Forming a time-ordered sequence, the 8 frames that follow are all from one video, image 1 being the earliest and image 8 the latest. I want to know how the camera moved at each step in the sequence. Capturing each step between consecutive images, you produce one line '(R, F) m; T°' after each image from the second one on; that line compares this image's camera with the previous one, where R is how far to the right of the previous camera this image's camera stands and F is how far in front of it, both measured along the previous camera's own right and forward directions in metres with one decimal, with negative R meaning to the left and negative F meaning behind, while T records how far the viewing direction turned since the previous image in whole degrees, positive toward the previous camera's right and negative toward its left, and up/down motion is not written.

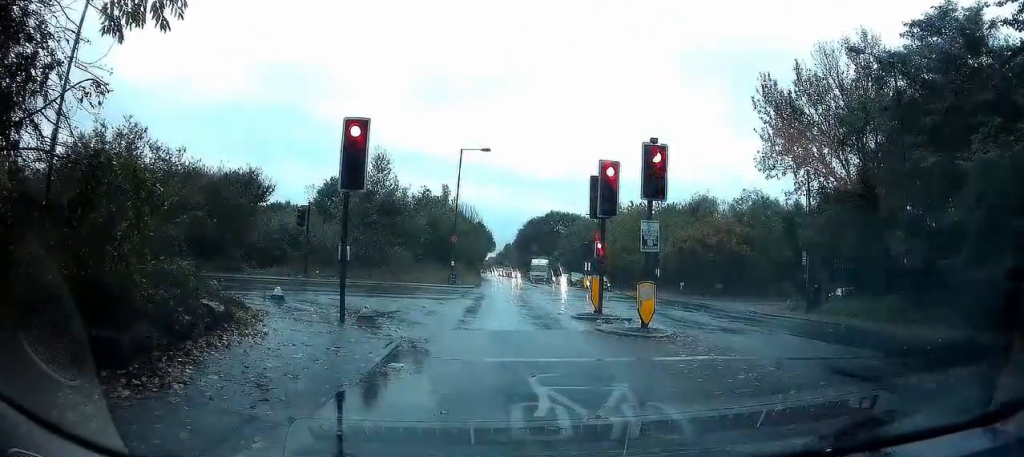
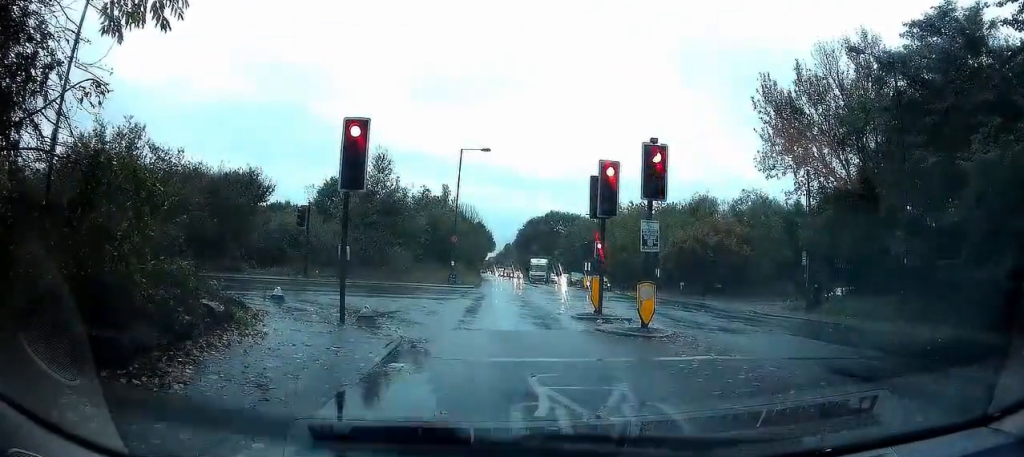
(0.0, 0.0) m; 0°
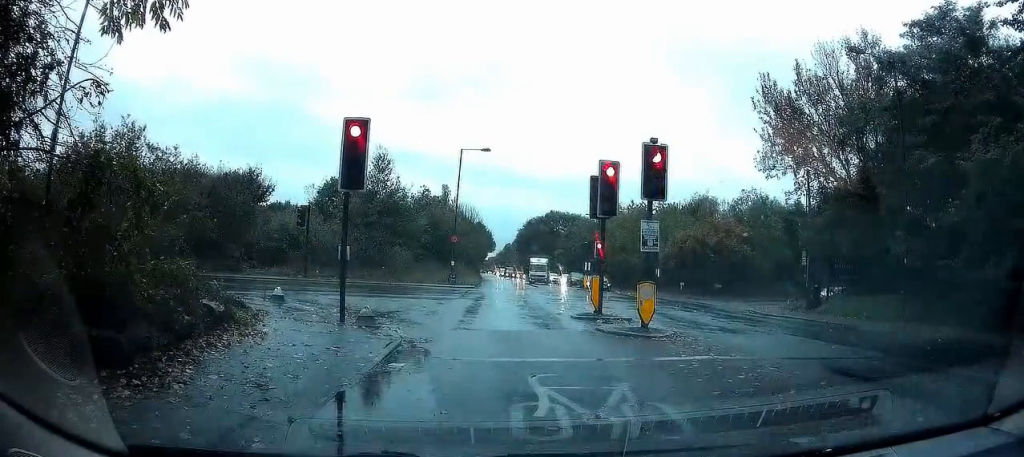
(0.0, 0.0) m; 0°
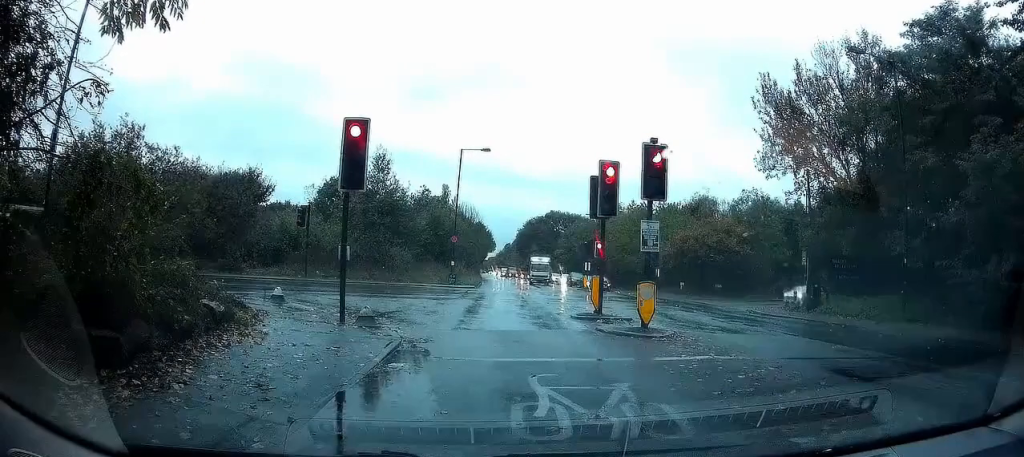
(0.0, 0.0) m; 0°
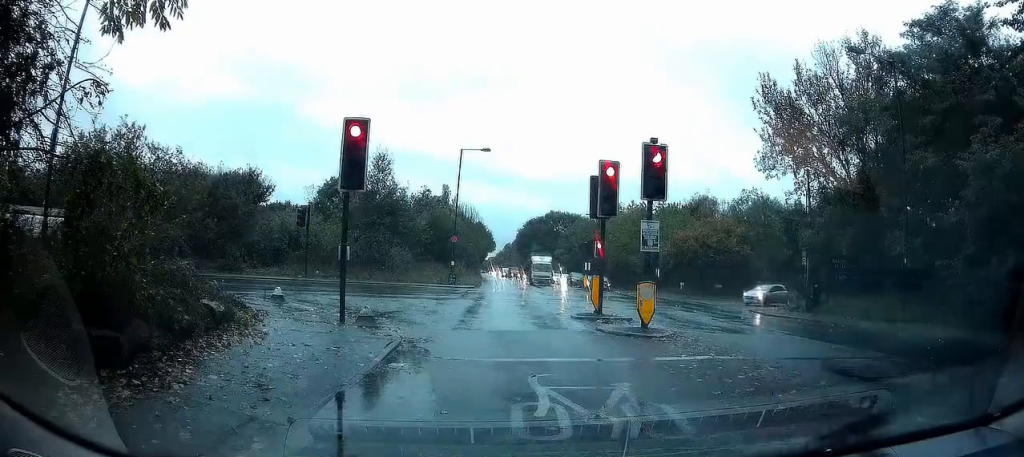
(0.0, 0.0) m; 0°
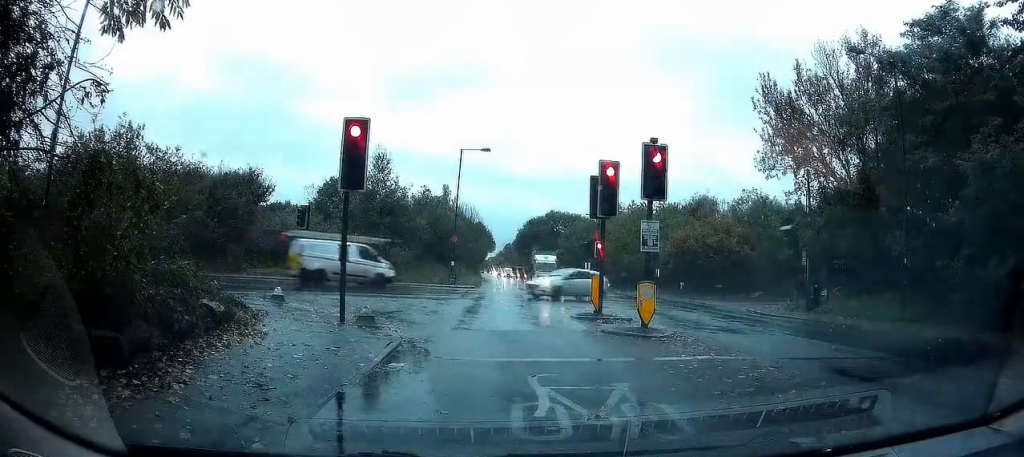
(0.0, 0.0) m; 0°
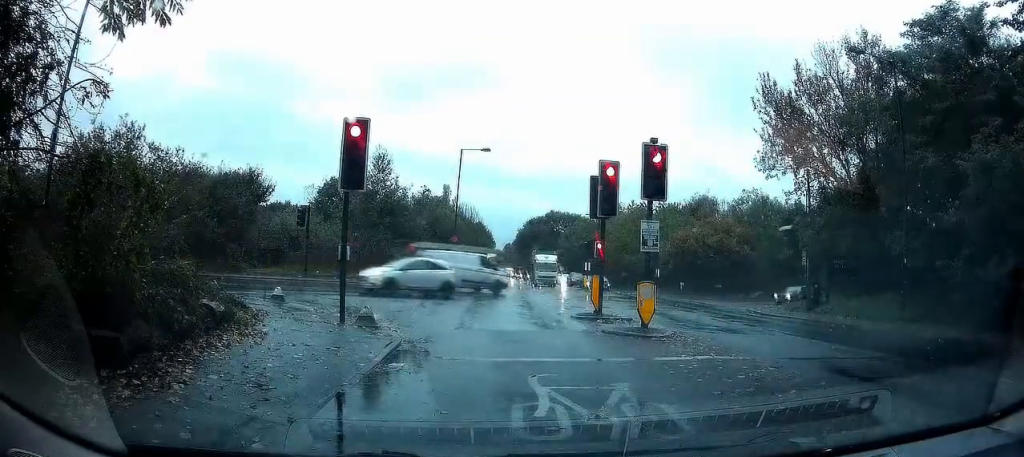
(0.0, 0.0) m; 0°
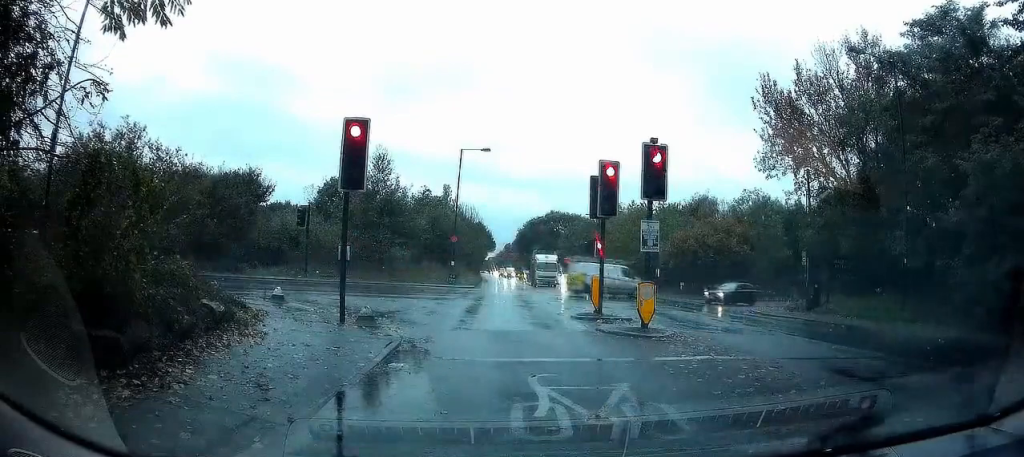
(0.0, 0.0) m; 0°
